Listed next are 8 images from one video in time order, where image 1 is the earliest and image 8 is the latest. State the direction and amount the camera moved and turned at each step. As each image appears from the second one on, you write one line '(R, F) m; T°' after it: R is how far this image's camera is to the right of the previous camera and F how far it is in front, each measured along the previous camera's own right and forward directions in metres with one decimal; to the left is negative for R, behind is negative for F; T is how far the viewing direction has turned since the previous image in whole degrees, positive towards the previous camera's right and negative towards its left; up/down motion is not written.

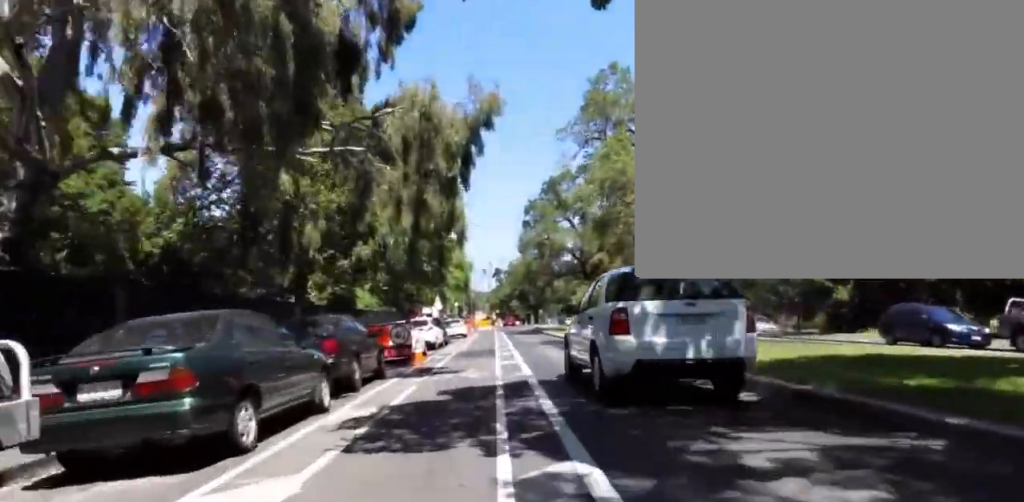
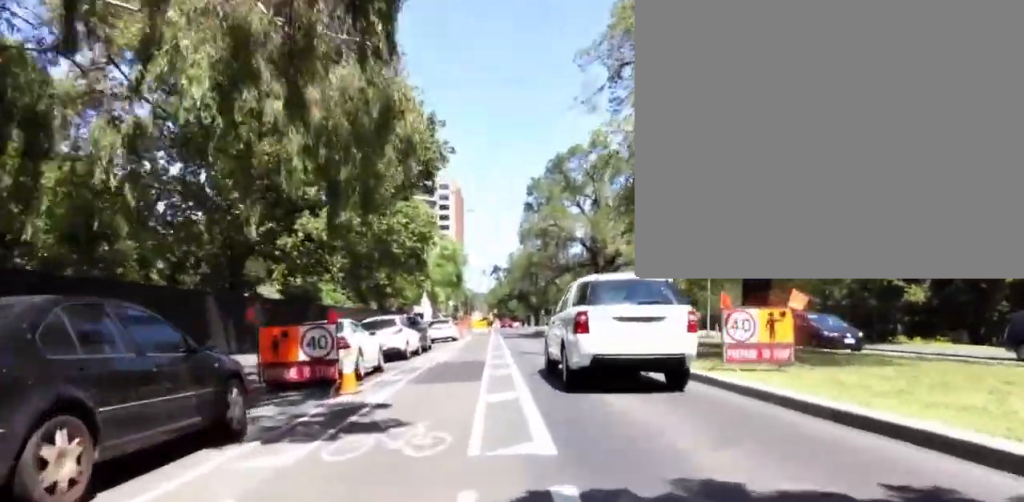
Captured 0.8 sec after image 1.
(-0.2, +7.2) m; -2°
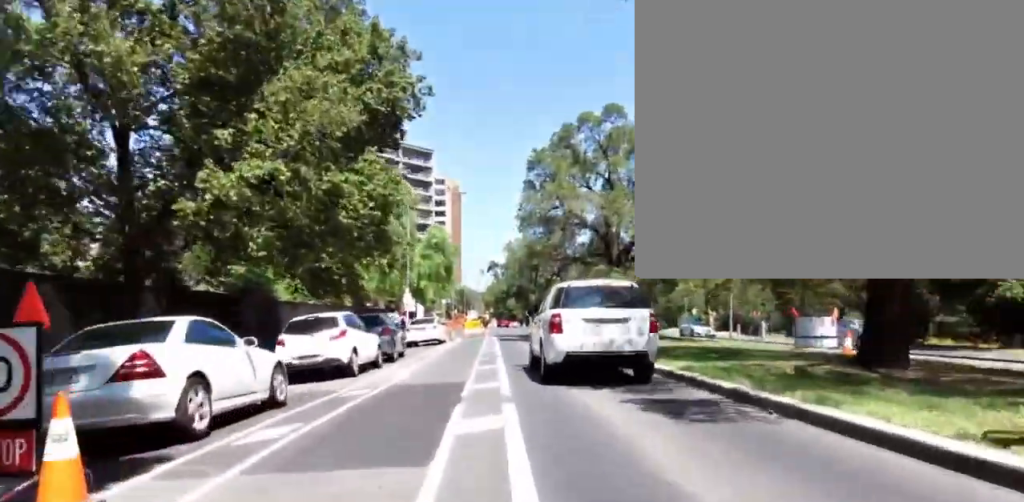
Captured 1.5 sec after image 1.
(-0.1, +6.2) m; -1°
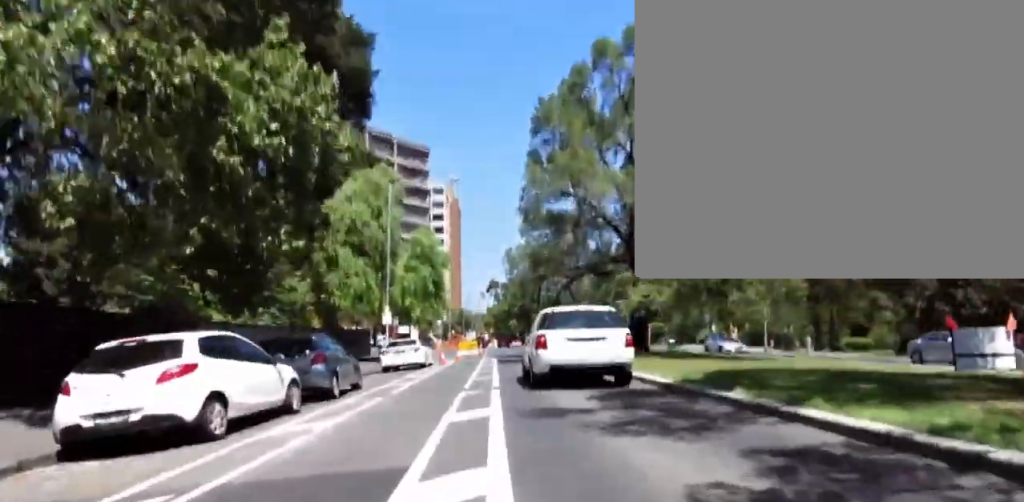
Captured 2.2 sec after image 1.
(0.0, +6.1) m; +2°
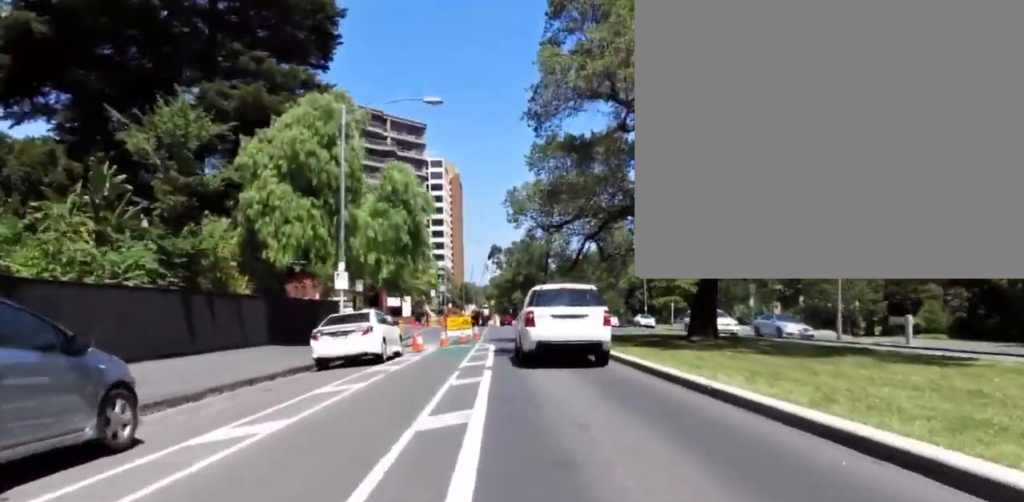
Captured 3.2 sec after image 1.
(+0.4, +8.9) m; +3°
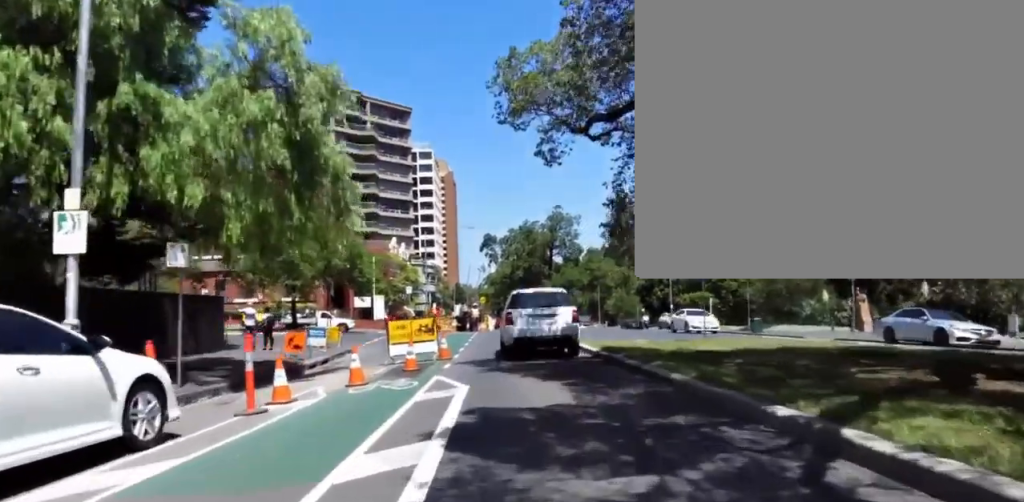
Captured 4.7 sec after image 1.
(-0.7, +12.7) m; -6°
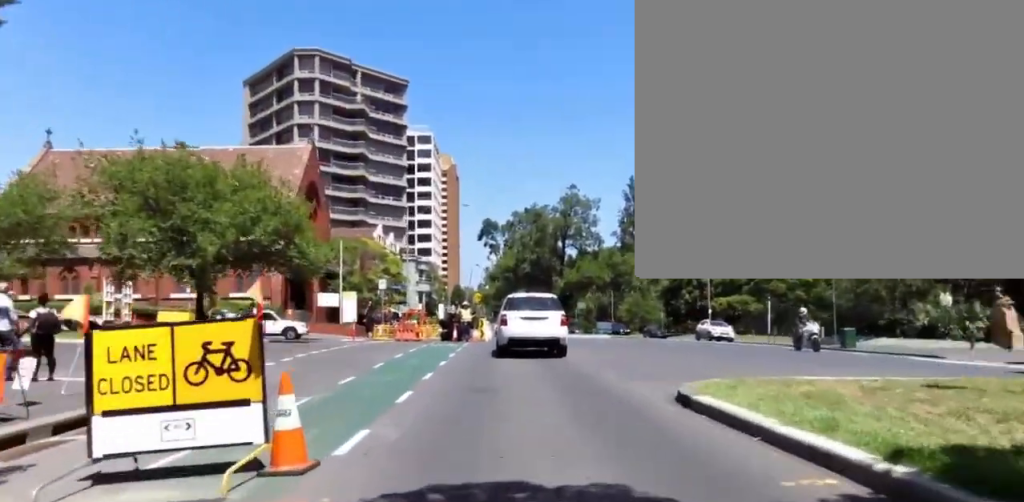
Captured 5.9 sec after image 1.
(0.0, +10.4) m; 0°
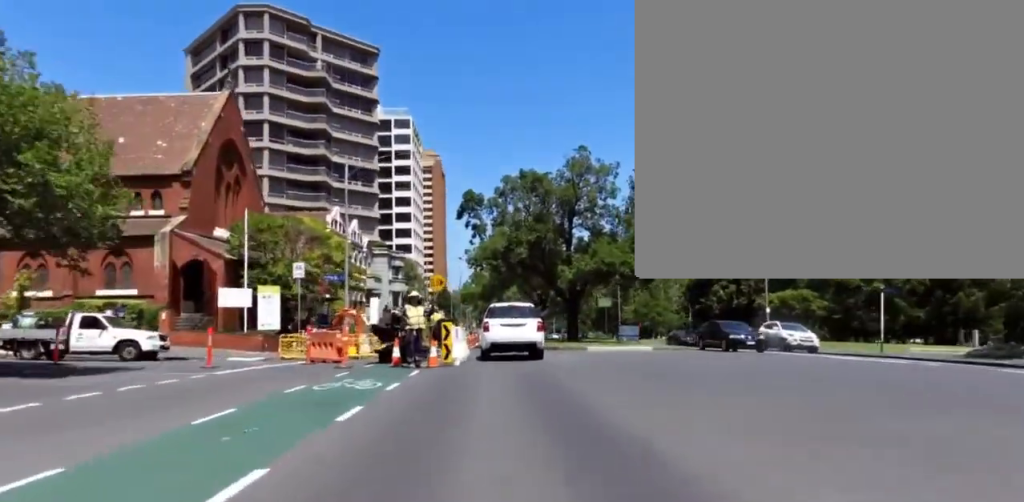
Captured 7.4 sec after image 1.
(-0.7, +14.1) m; -2°
